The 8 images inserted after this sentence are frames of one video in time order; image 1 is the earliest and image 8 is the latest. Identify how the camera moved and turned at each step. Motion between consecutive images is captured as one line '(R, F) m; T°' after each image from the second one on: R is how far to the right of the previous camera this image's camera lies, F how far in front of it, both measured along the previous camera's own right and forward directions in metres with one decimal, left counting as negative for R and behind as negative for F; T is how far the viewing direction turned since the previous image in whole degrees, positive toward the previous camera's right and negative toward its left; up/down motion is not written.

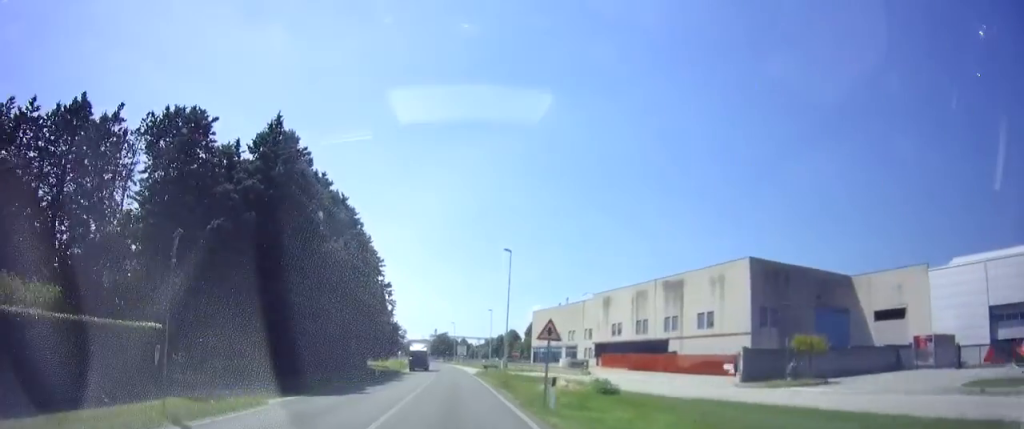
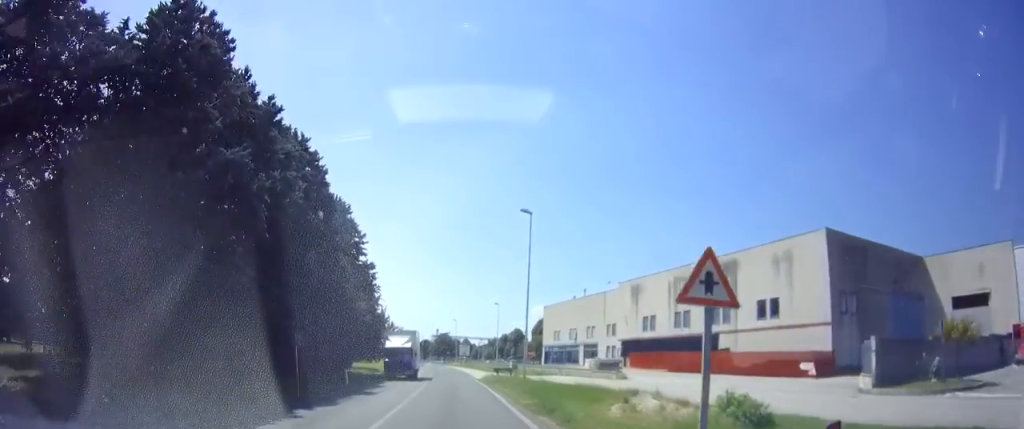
(-0.2, +11.1) m; 0°
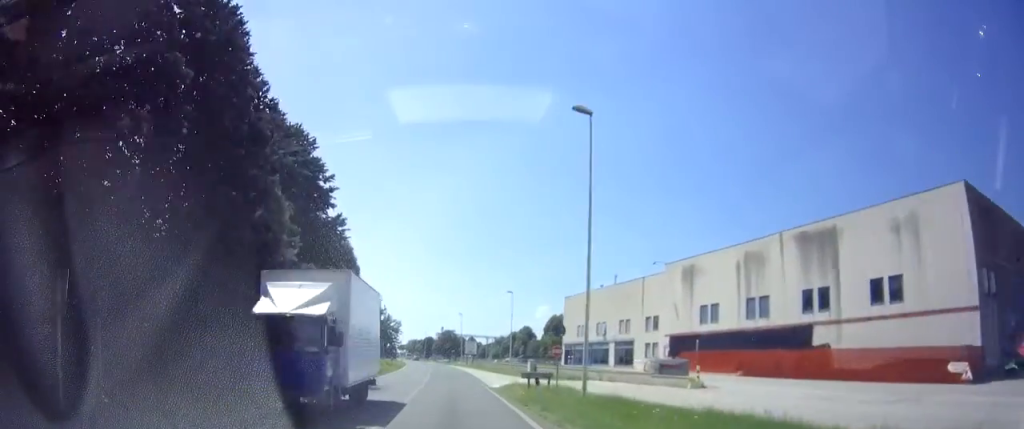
(0.0, +12.9) m; 0°
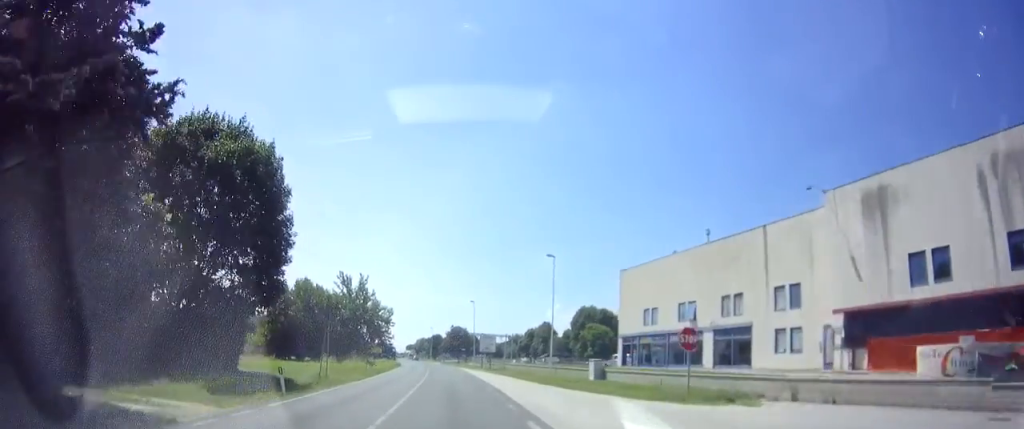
(-0.1, +23.7) m; -1°
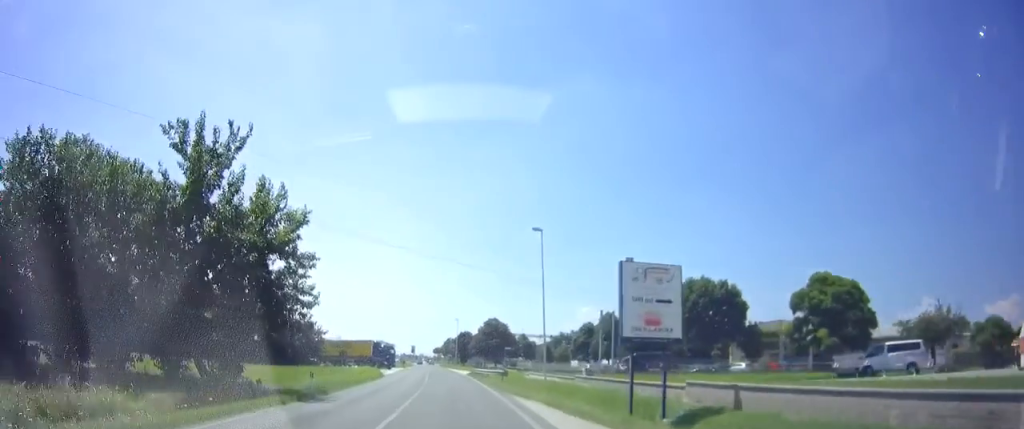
(-0.7, +47.6) m; -3°
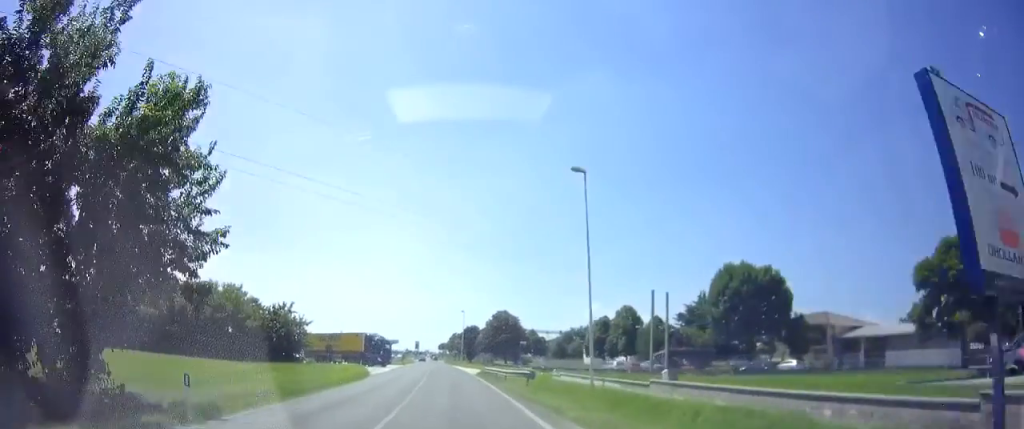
(-0.1, +10.7) m; -1°
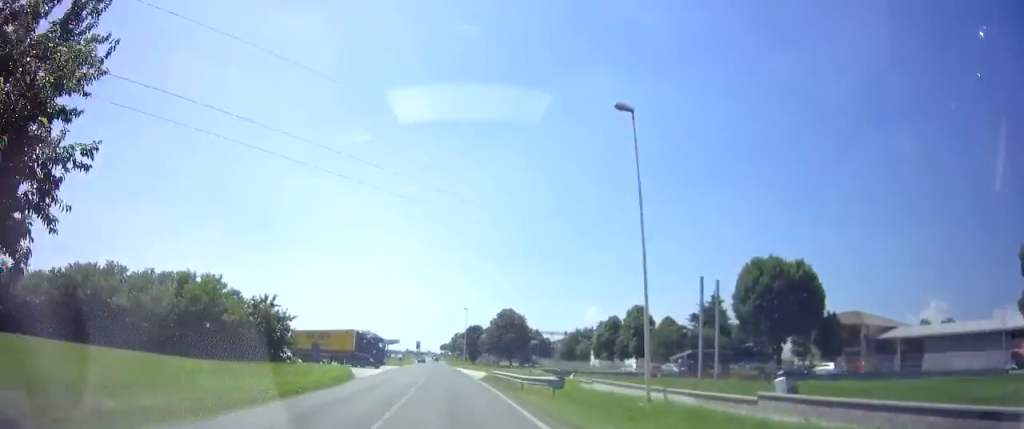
(0.0, +6.8) m; -1°
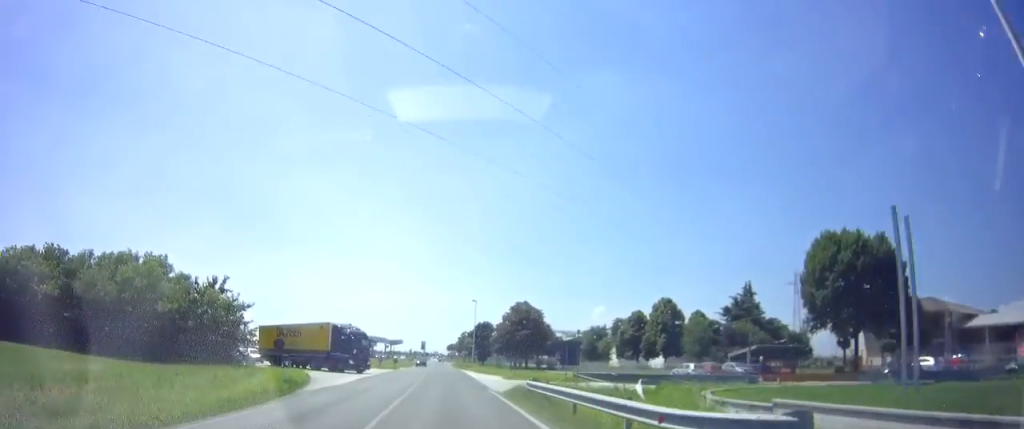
(-0.2, +13.6) m; -1°
